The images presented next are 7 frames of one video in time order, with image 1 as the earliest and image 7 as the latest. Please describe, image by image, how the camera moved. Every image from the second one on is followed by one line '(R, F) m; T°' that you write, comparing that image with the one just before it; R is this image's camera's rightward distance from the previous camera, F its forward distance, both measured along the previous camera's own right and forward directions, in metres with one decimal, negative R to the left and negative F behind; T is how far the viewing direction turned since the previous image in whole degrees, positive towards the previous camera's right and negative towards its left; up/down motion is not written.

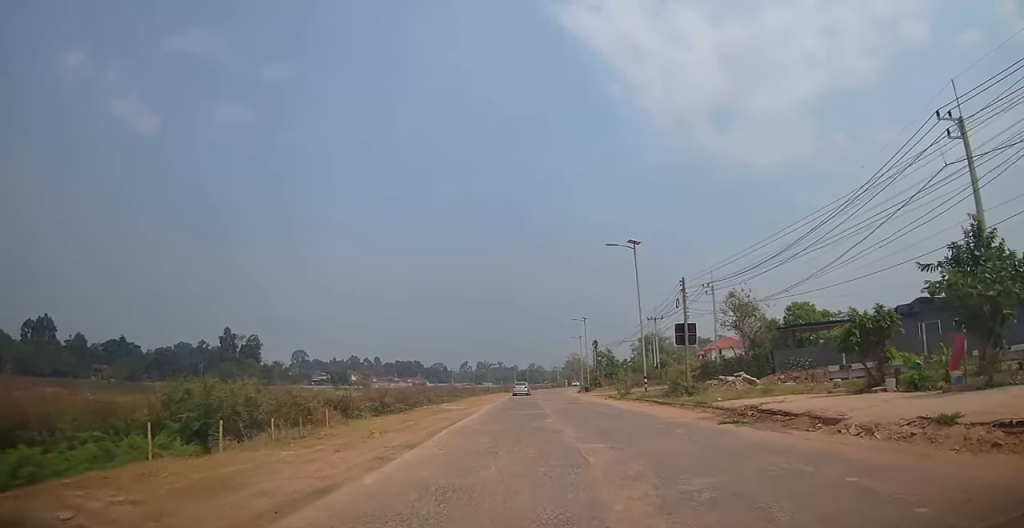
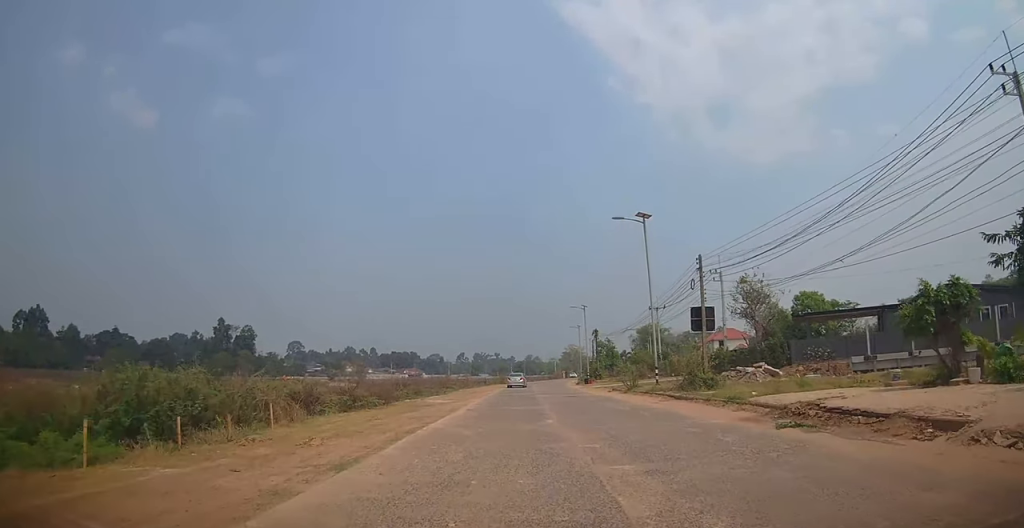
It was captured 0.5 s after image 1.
(0.0, +3.6) m; -3°
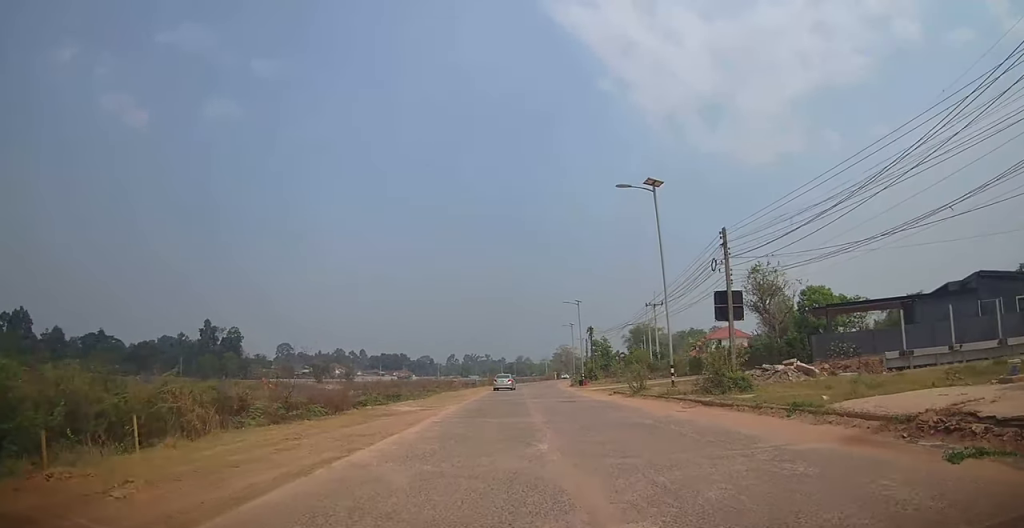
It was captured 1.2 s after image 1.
(-0.1, +4.8) m; -3°
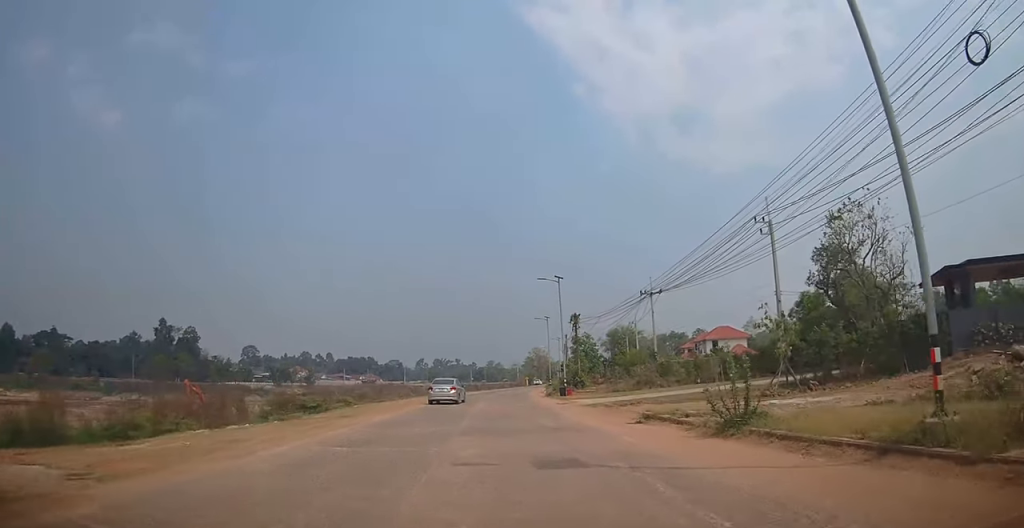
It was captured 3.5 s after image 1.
(+1.0, +16.0) m; +9°
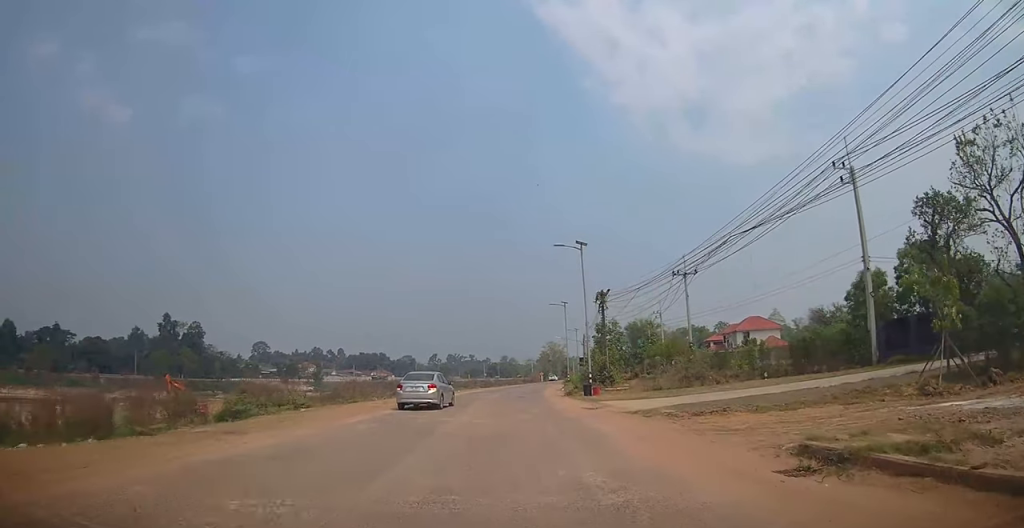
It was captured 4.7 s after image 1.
(+0.1, +9.0) m; +4°
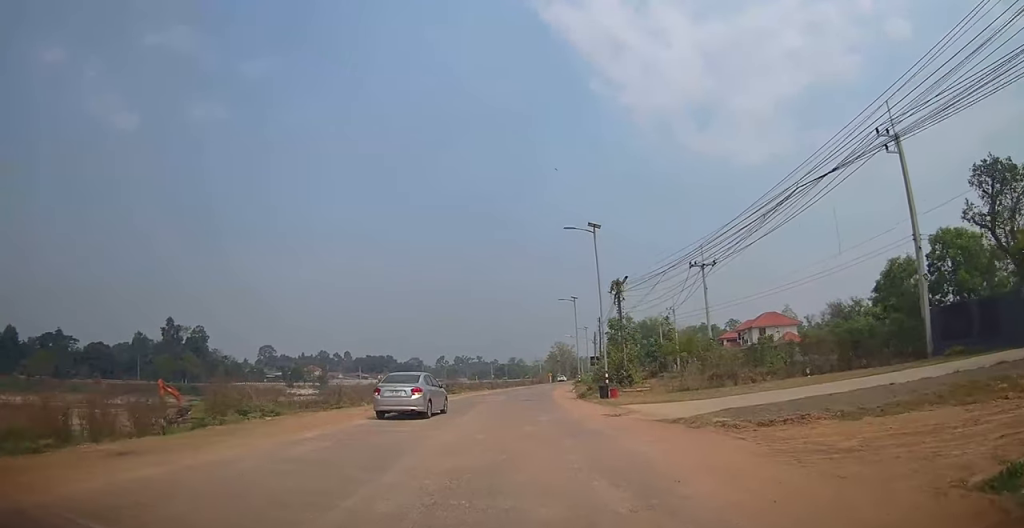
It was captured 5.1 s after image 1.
(-0.1, +3.8) m; +2°
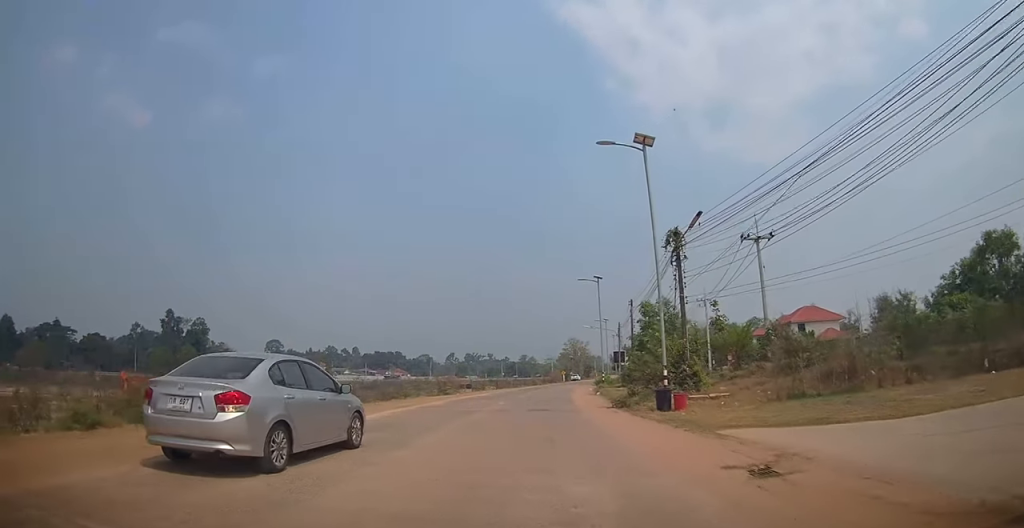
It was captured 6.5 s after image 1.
(-0.1, +10.5) m; -5°
